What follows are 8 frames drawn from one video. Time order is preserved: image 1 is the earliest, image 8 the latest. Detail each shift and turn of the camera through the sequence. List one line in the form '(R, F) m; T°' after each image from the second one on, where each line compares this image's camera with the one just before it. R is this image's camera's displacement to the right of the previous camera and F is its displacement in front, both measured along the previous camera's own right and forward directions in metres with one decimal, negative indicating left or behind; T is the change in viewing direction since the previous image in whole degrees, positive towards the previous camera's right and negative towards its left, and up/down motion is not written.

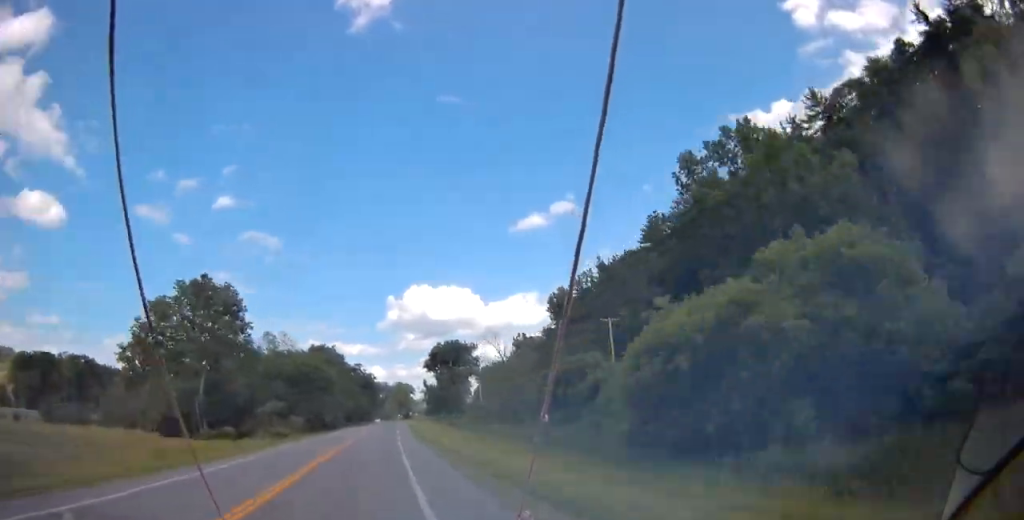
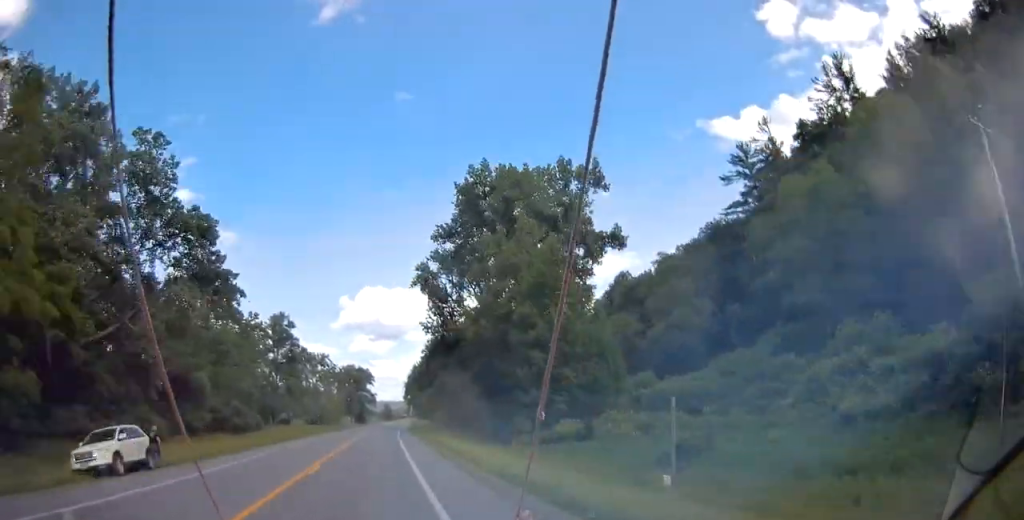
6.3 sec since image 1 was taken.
(+5.3, +159.4) m; +3°
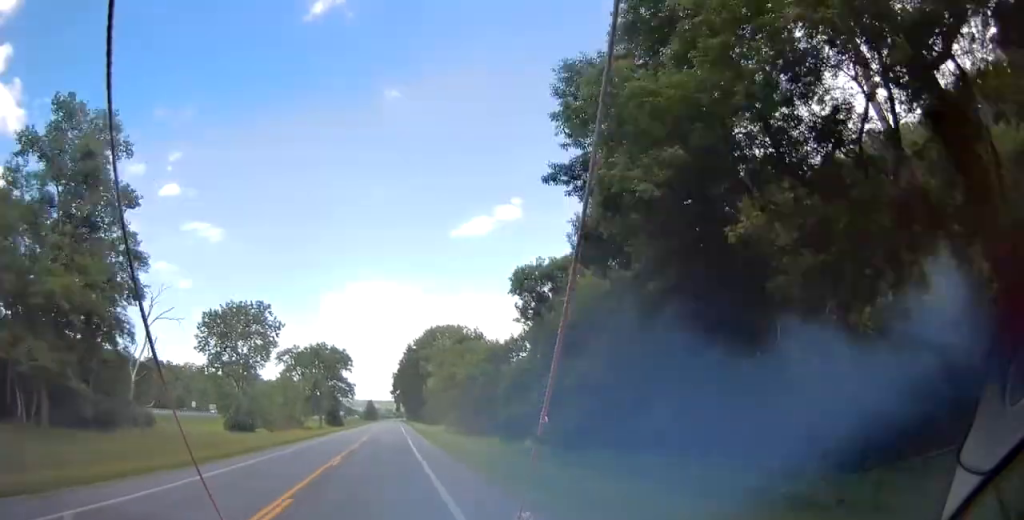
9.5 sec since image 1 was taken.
(+0.7, +81.0) m; +3°
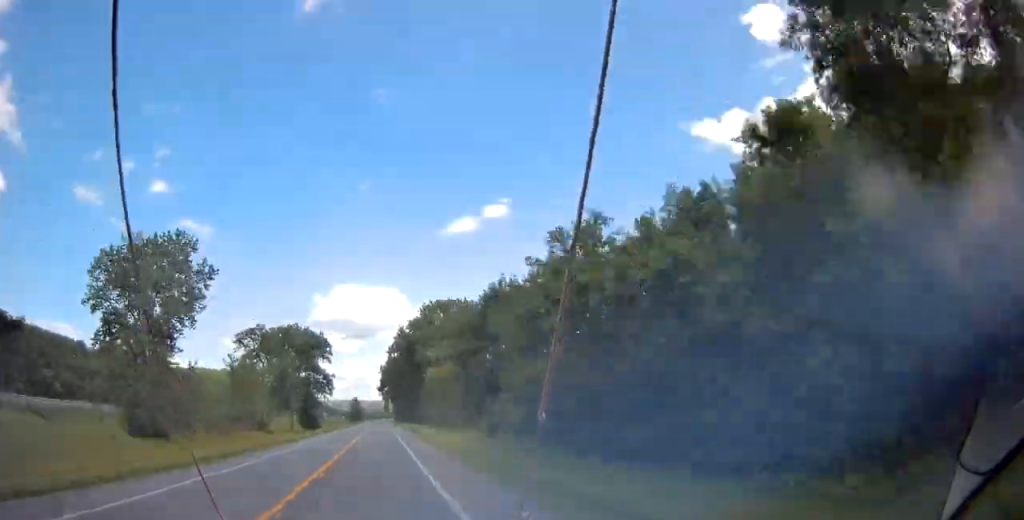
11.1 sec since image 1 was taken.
(+0.3, +40.7) m; +2°
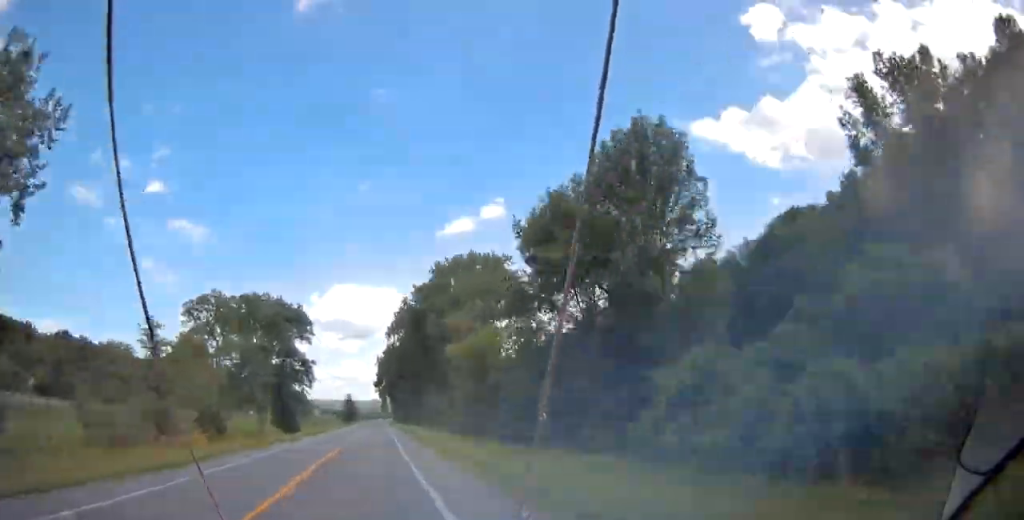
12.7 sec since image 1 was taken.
(+2.2, +40.9) m; +1°
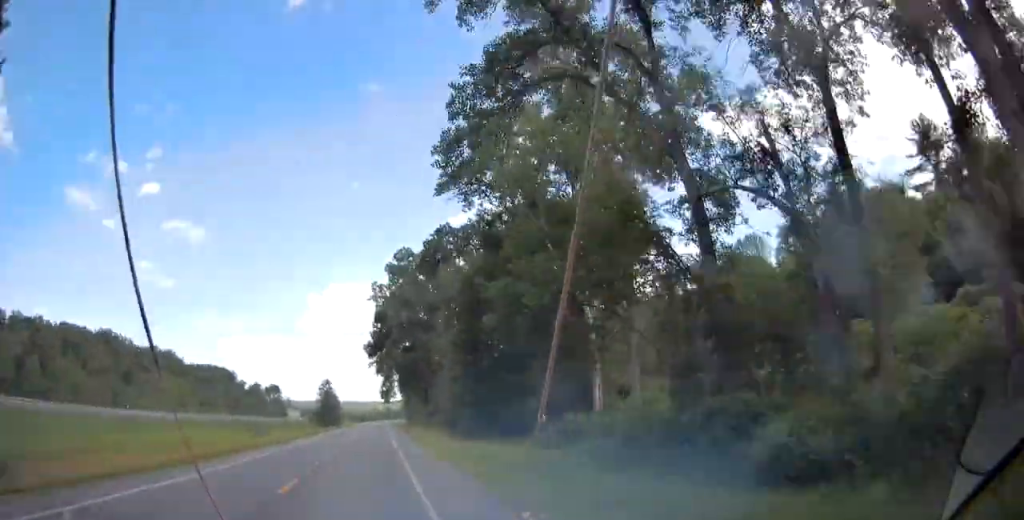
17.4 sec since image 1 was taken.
(-1.8, +120.6) m; -2°
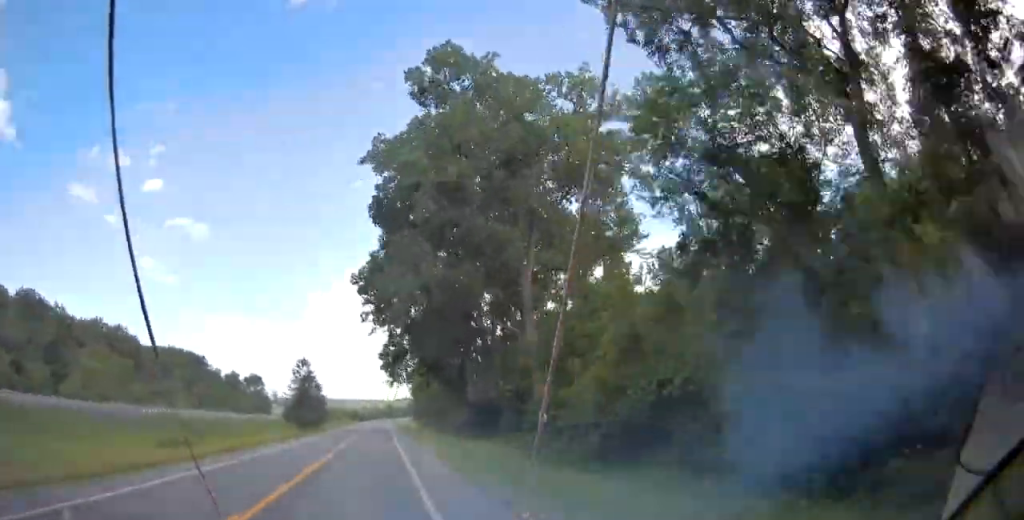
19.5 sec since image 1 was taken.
(-0.1, +53.8) m; 0°
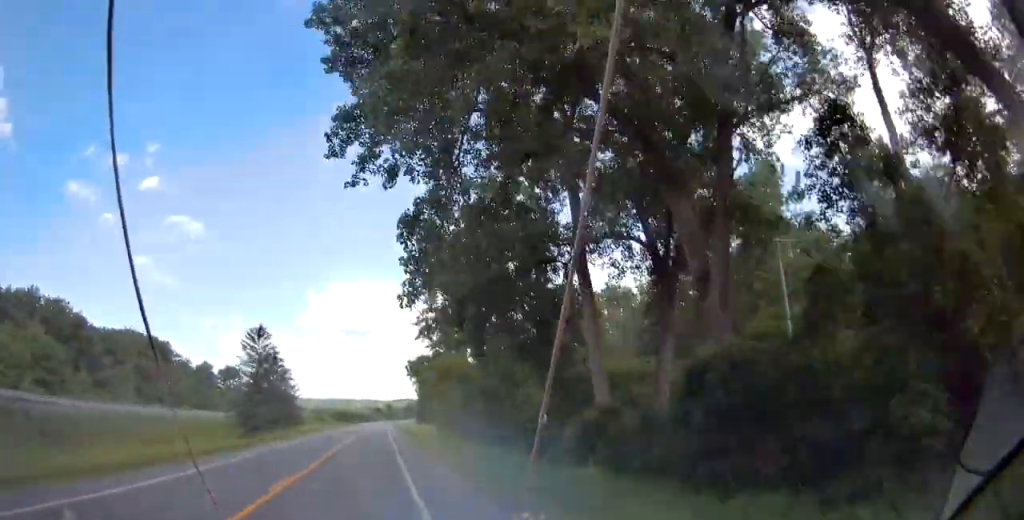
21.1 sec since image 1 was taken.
(0.0, +40.8) m; 0°
